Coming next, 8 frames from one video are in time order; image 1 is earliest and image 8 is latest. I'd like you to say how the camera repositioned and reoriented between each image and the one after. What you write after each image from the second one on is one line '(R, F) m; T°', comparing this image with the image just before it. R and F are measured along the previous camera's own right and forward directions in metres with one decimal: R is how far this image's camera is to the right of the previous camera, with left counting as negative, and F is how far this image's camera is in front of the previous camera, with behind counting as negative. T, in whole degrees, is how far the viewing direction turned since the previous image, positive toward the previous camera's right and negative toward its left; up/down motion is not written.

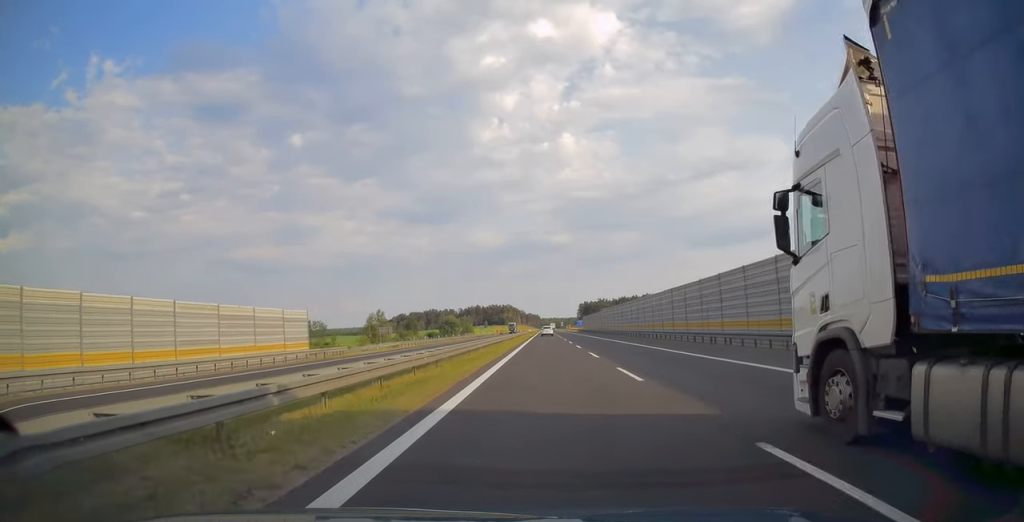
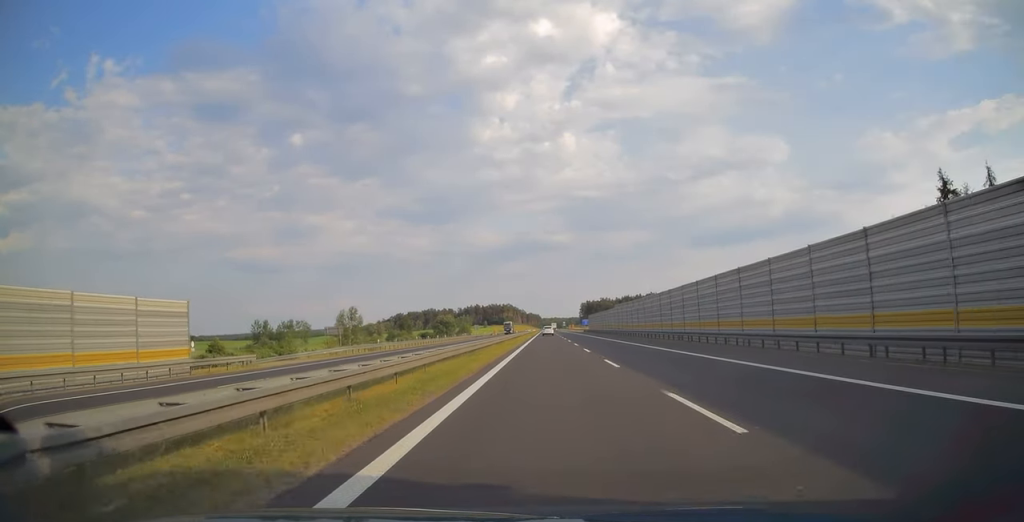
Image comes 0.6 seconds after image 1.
(0.0, +18.8) m; 0°
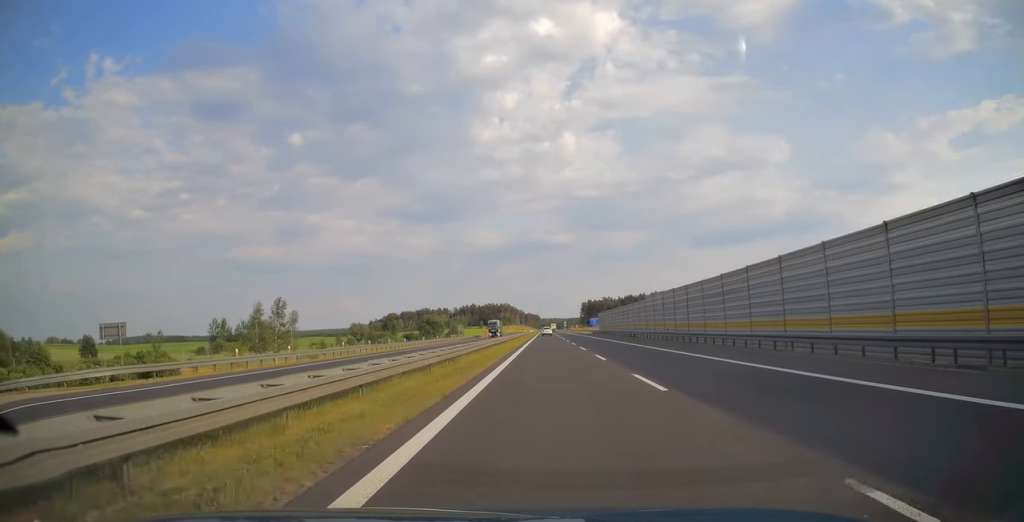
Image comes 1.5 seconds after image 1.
(0.0, +31.5) m; 0°
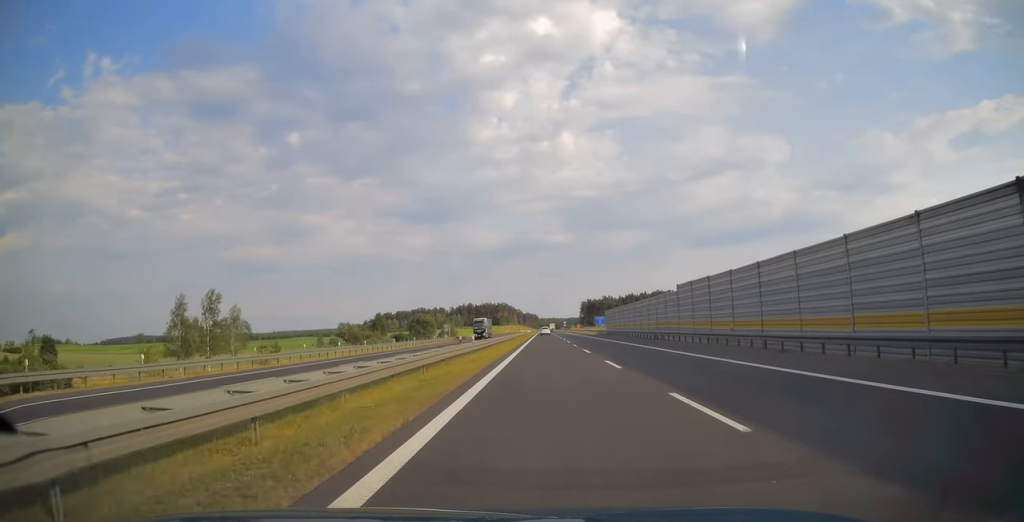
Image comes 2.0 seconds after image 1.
(0.0, +17.1) m; 0°
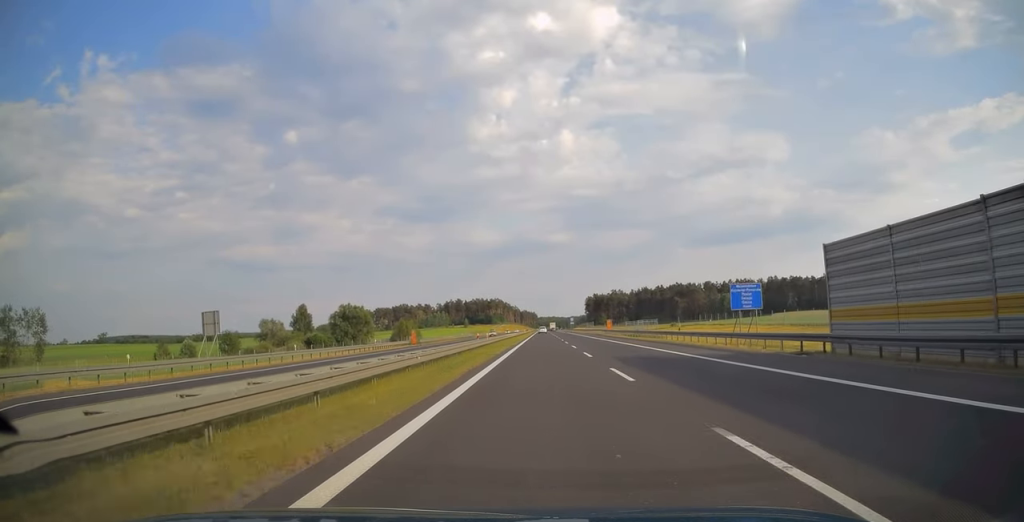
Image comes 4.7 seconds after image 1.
(+0.1, +88.3) m; 0°
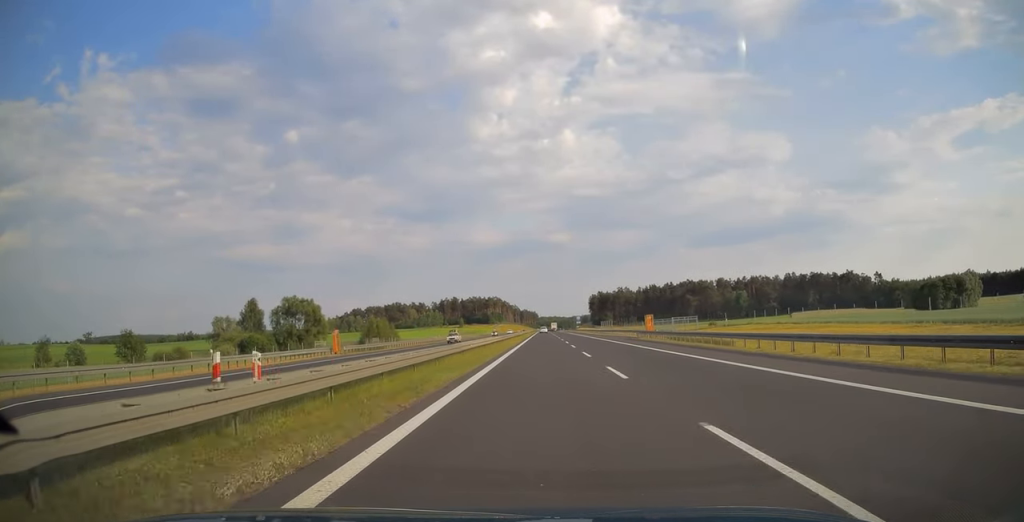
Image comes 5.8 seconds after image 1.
(0.0, +35.1) m; 0°
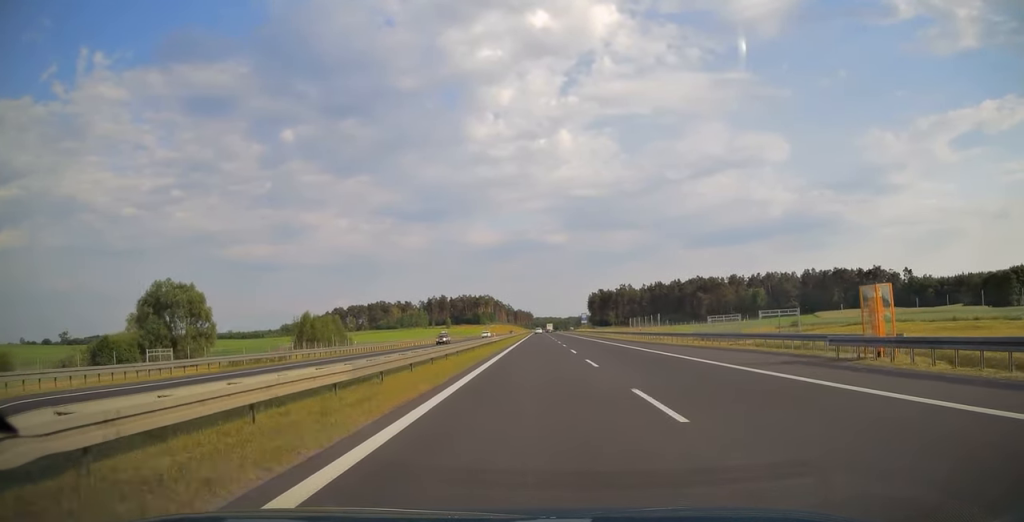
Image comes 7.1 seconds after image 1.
(0.0, +42.9) m; 0°
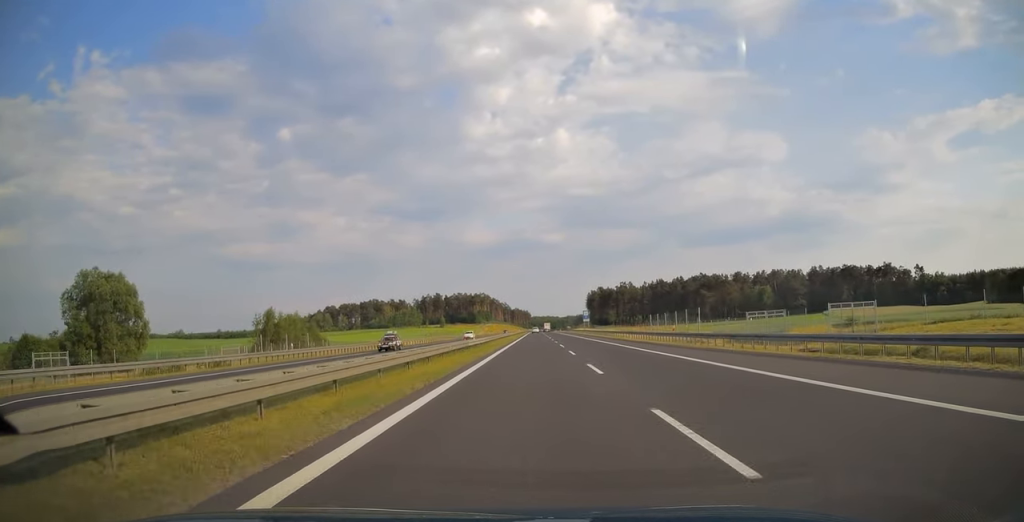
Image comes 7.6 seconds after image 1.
(0.0, +15.4) m; 0°
